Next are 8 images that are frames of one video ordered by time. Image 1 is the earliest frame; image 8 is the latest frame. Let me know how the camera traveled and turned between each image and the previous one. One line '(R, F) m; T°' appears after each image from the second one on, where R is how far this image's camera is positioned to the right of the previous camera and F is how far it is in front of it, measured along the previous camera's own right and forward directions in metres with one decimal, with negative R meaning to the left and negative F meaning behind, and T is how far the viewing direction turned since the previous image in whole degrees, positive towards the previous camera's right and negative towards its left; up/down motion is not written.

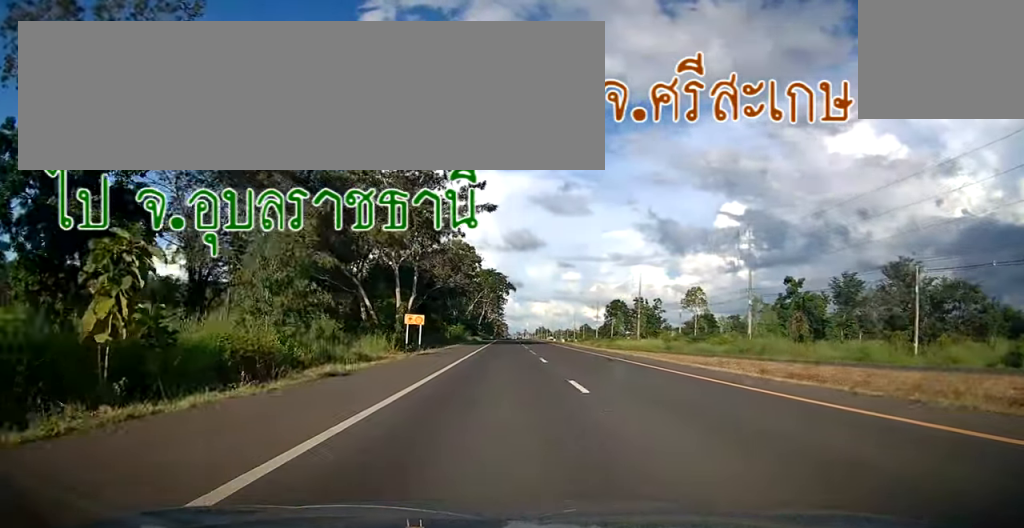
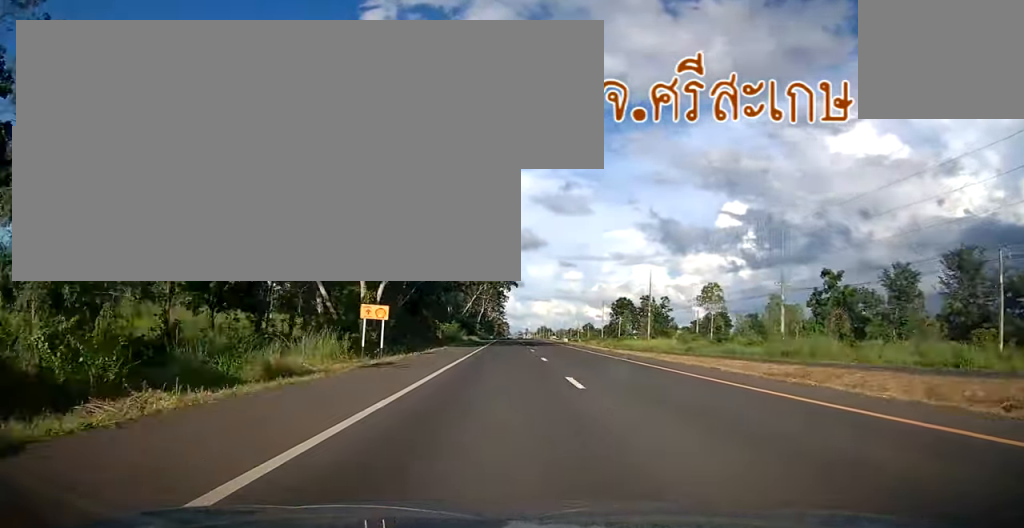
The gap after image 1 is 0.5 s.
(+0.2, +11.2) m; 0°
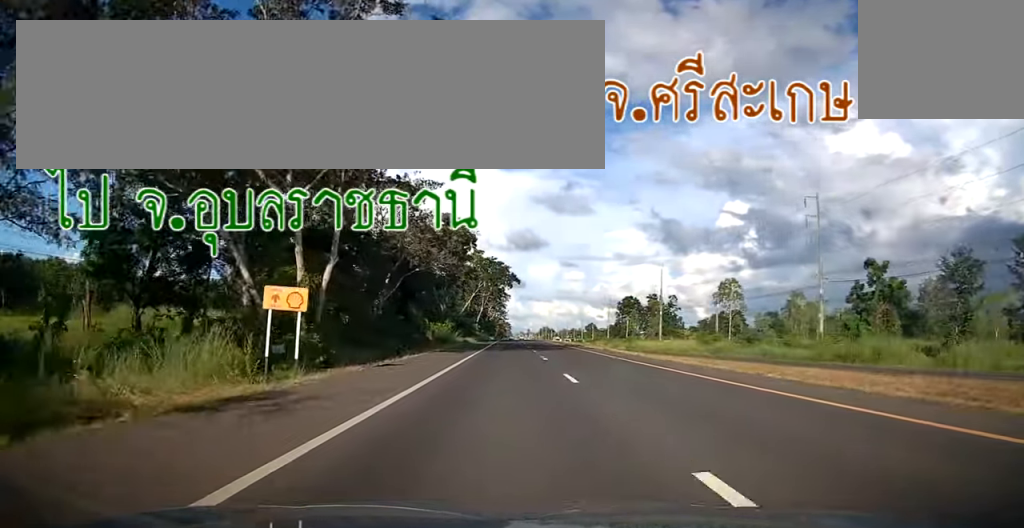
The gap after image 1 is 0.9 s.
(+0.2, +10.4) m; 0°
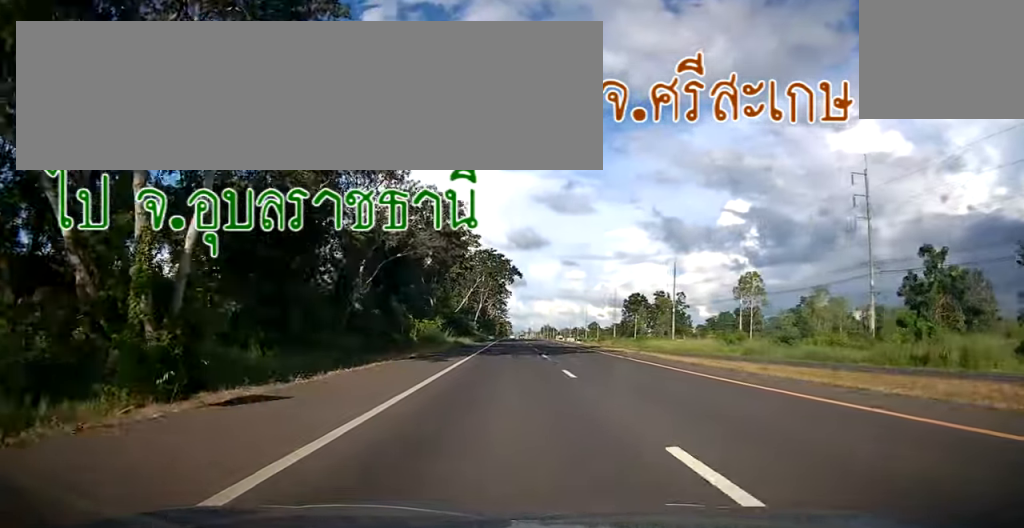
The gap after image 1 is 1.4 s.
(0.0, +10.9) m; -1°
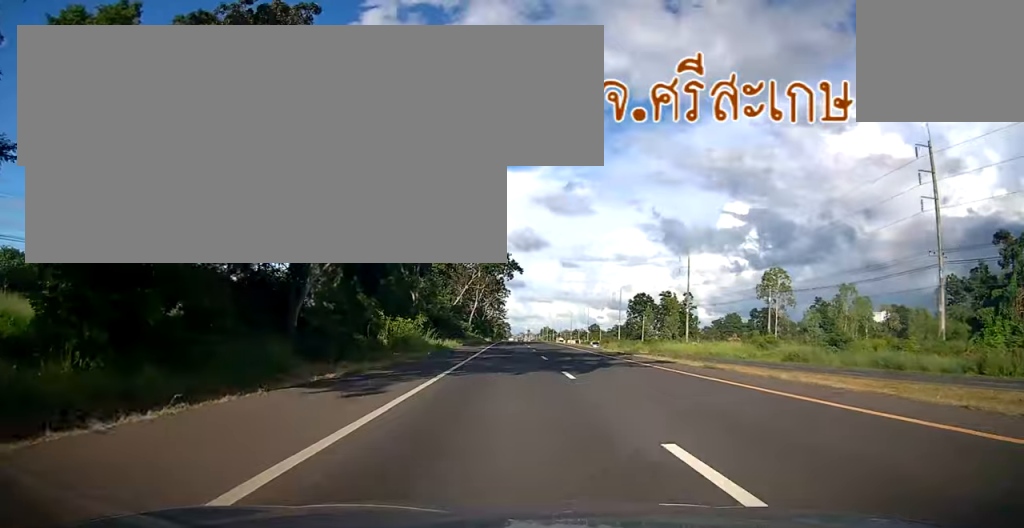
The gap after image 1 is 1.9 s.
(0.0, +11.7) m; -1°
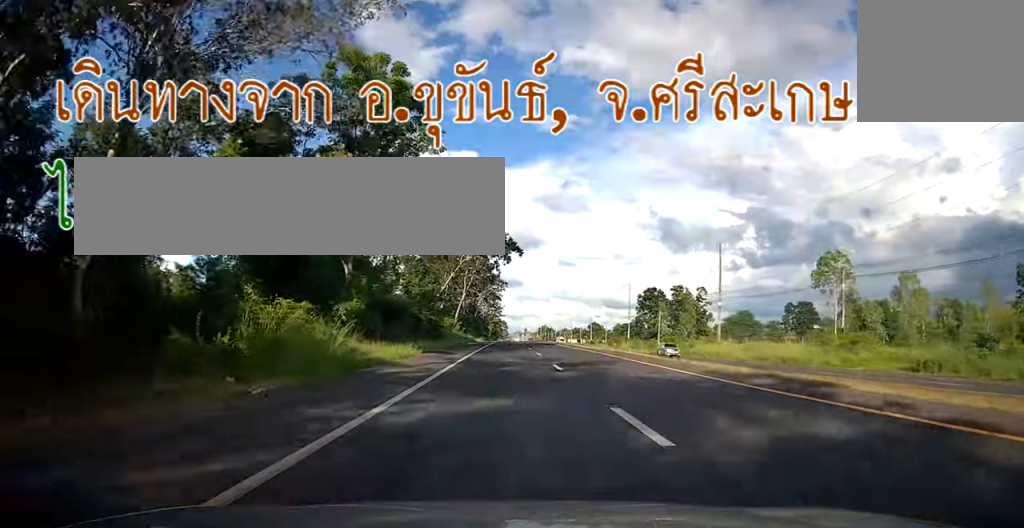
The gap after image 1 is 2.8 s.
(-0.4, +21.4) m; 0°
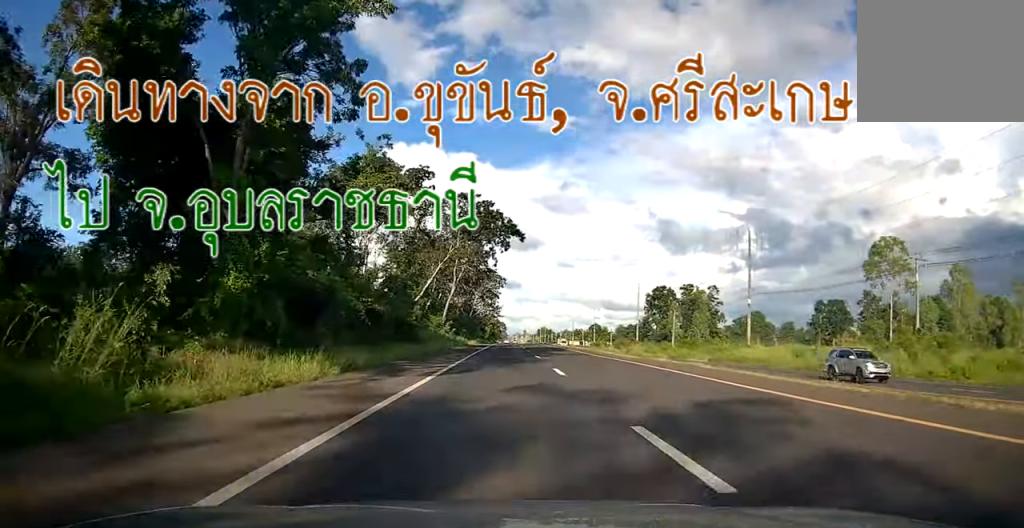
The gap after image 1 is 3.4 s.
(+0.1, +13.7) m; 0°
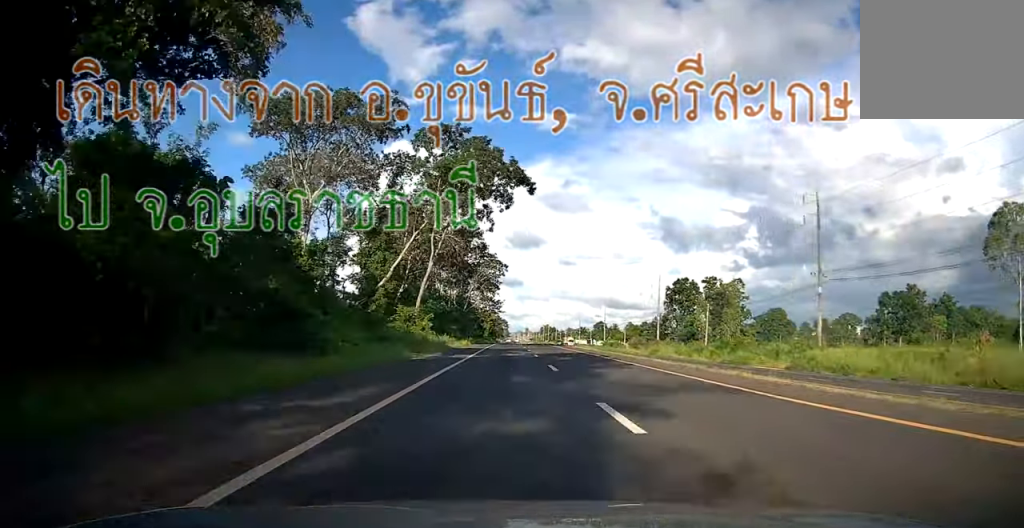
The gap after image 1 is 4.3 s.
(+0.3, +21.4) m; +1°
